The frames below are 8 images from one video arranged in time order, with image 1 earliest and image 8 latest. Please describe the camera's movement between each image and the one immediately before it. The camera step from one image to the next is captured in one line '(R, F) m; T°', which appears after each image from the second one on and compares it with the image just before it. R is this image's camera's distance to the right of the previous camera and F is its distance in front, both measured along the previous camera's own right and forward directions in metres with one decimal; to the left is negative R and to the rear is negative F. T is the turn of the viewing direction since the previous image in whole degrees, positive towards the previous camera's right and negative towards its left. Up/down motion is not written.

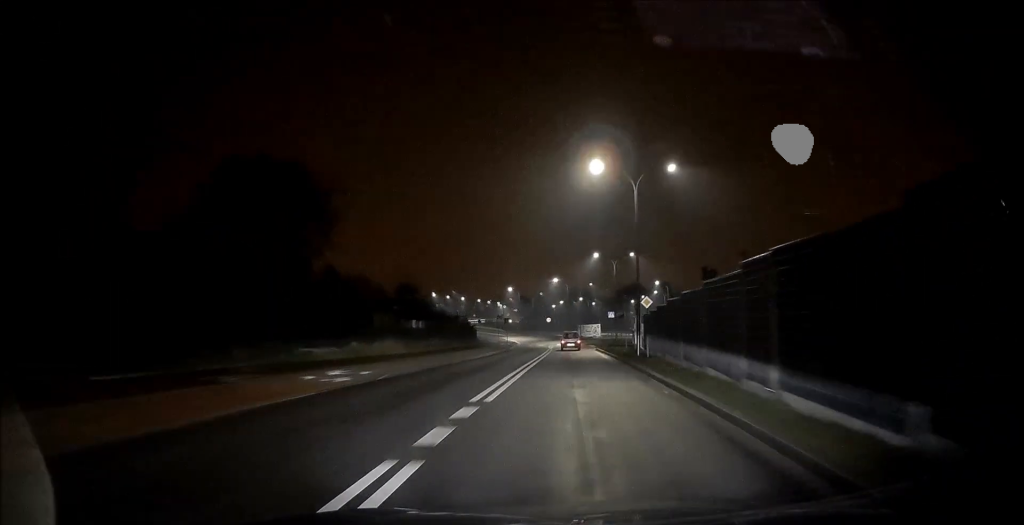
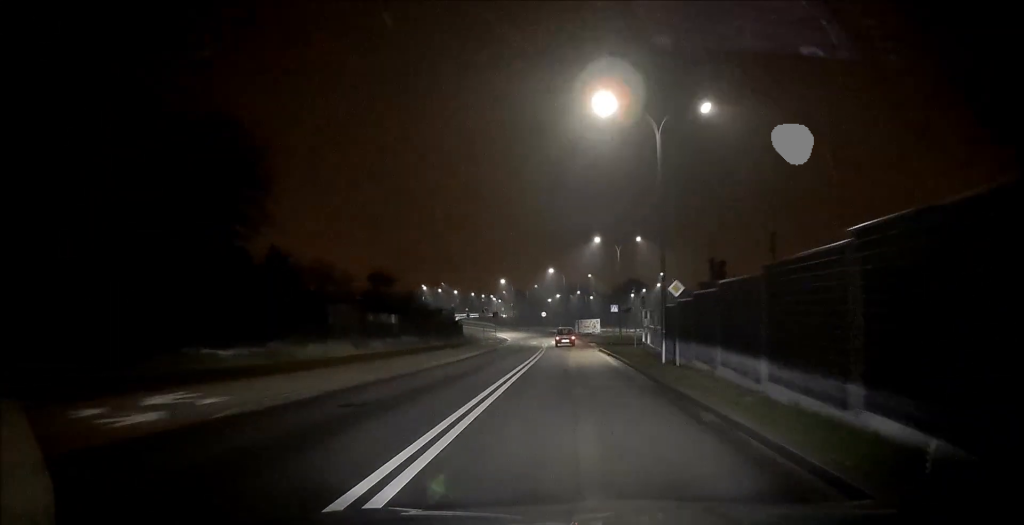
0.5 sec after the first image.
(+0.1, +8.2) m; 0°
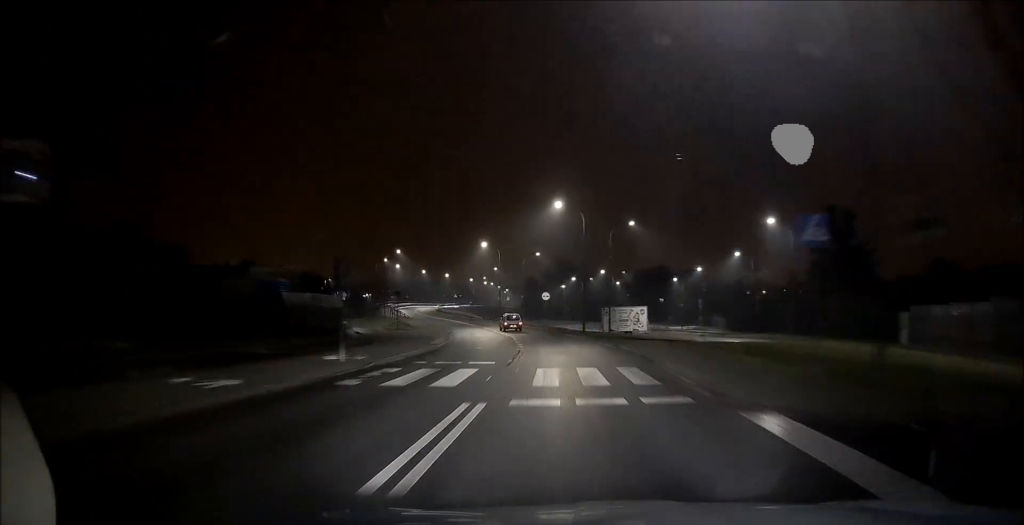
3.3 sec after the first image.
(+0.6, +43.8) m; 0°
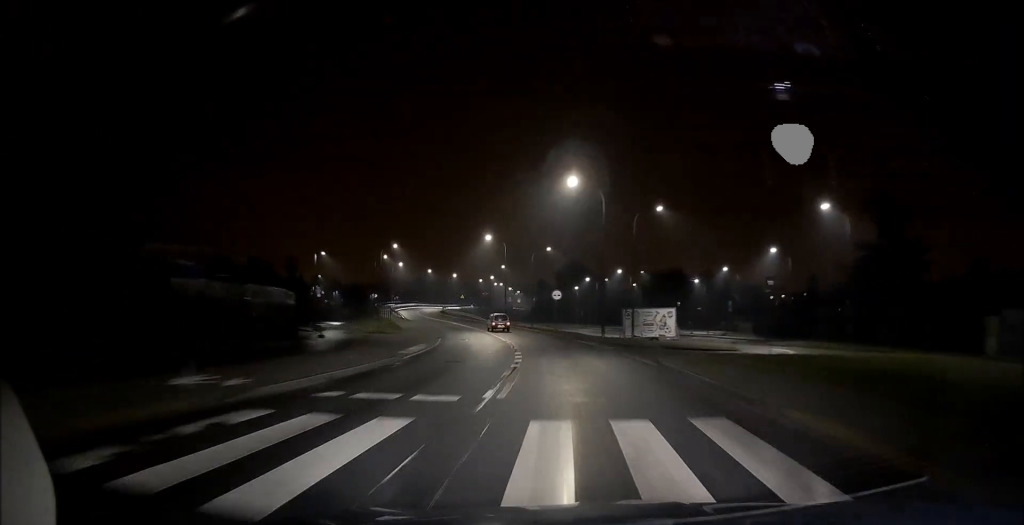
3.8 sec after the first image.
(0.0, +8.0) m; -1°
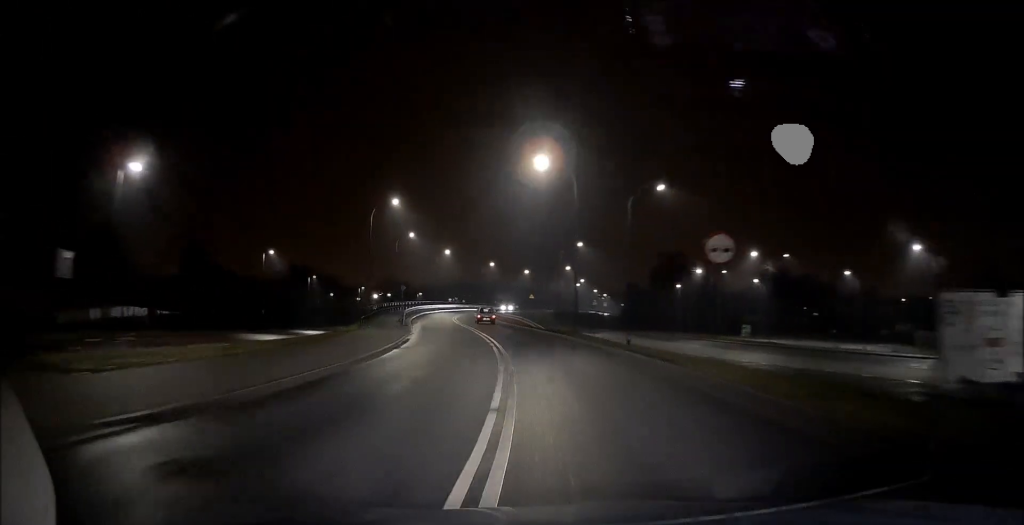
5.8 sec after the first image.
(-0.9, +31.3) m; -5°
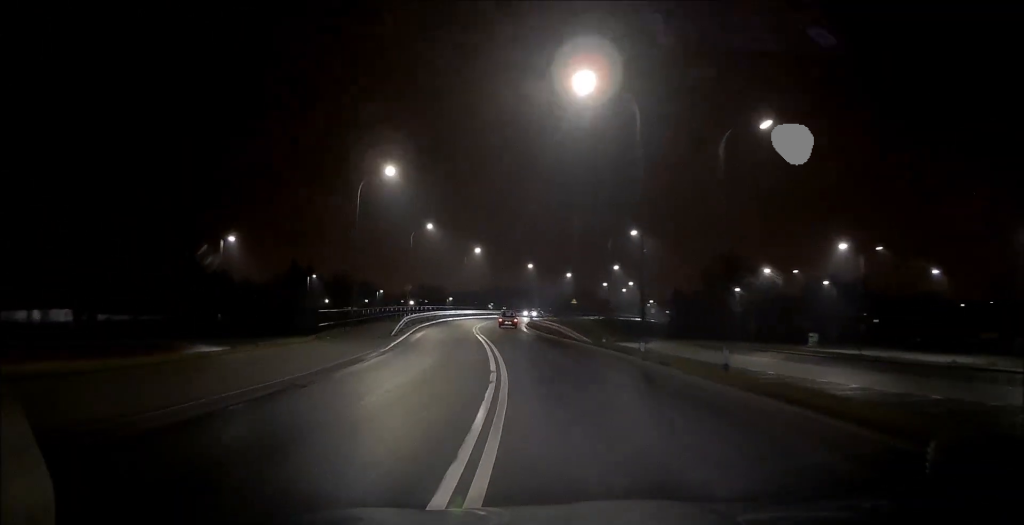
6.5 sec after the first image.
(-0.5, +11.9) m; -4°
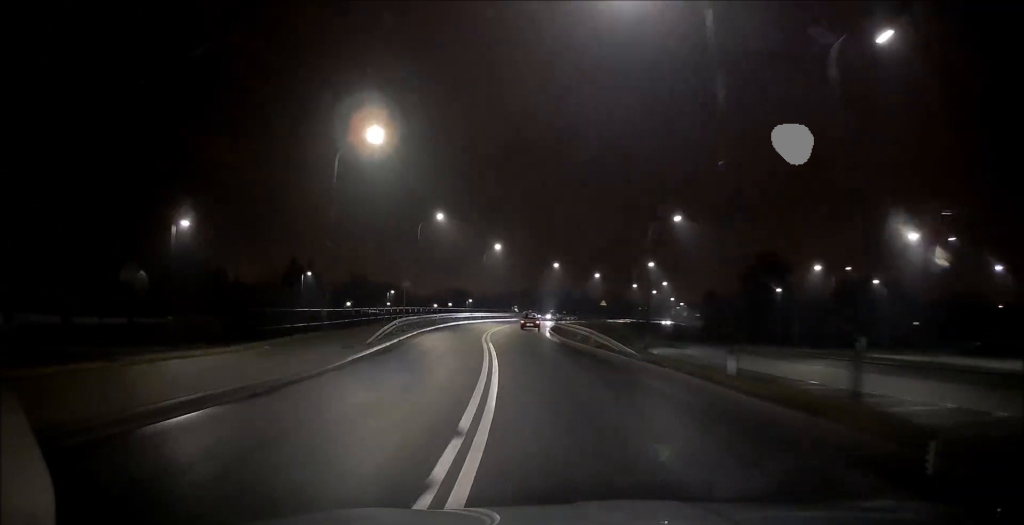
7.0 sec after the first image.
(-0.1, +7.6) m; -2°
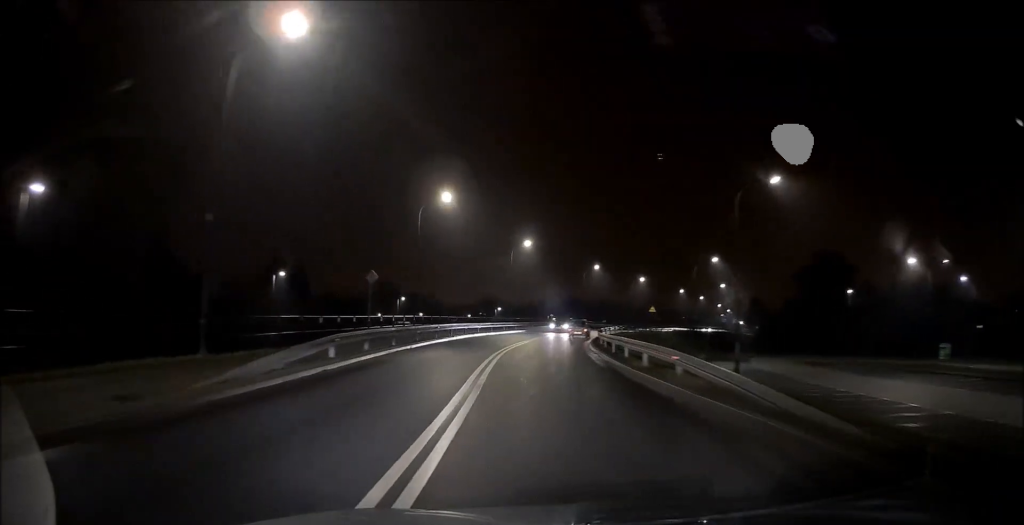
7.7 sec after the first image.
(-0.4, +12.5) m; -3°
